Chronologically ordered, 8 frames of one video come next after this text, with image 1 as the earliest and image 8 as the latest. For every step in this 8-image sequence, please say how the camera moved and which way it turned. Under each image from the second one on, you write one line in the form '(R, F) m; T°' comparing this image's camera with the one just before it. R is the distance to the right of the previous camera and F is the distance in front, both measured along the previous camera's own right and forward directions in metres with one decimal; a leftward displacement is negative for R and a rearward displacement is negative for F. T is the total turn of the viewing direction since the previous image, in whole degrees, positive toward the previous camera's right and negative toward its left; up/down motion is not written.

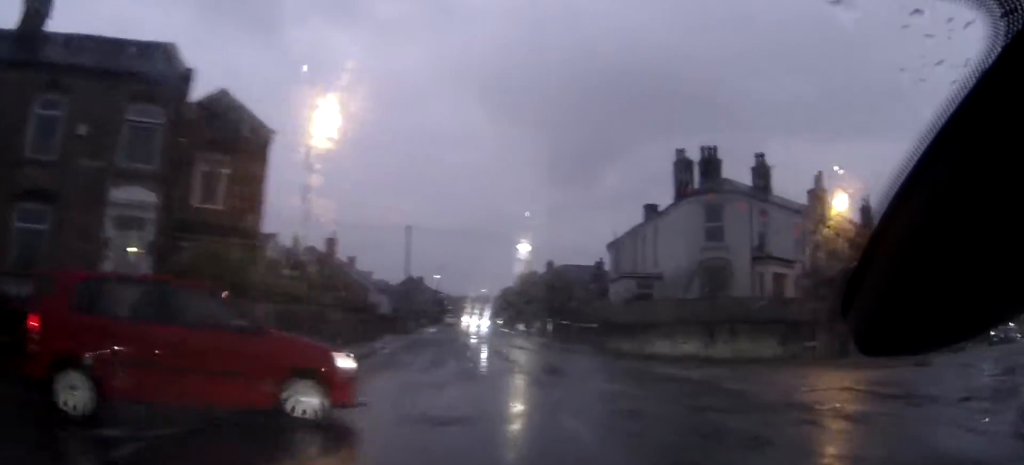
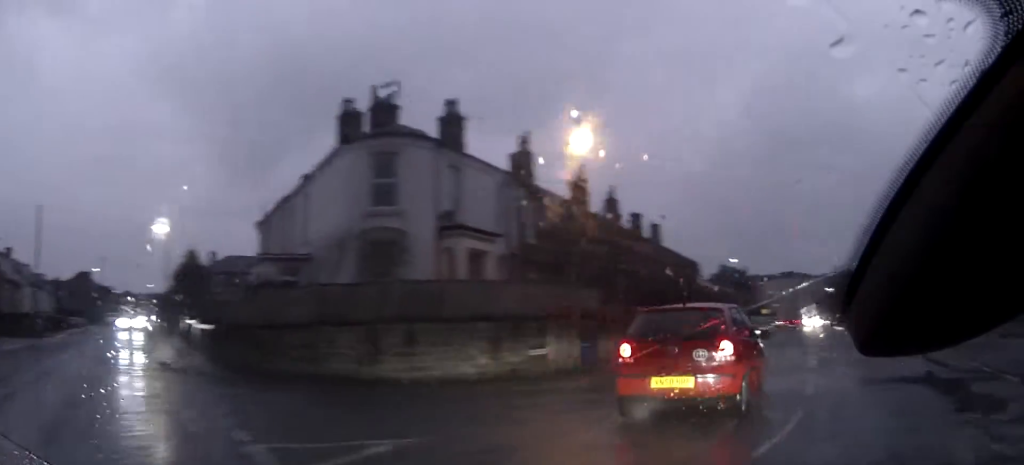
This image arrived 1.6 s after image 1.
(+1.7, +10.1) m; +19°
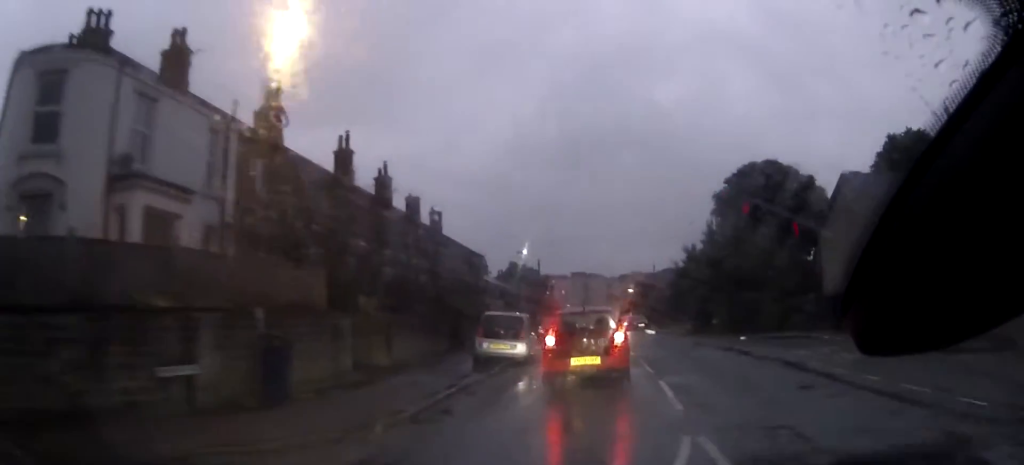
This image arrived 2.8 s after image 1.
(+1.2, +8.0) m; +13°
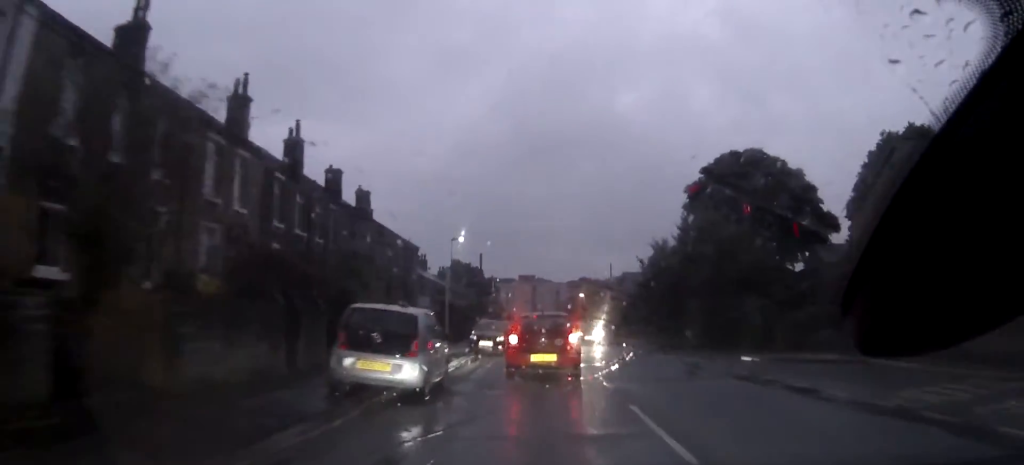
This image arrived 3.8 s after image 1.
(+0.4, +7.8) m; +8°
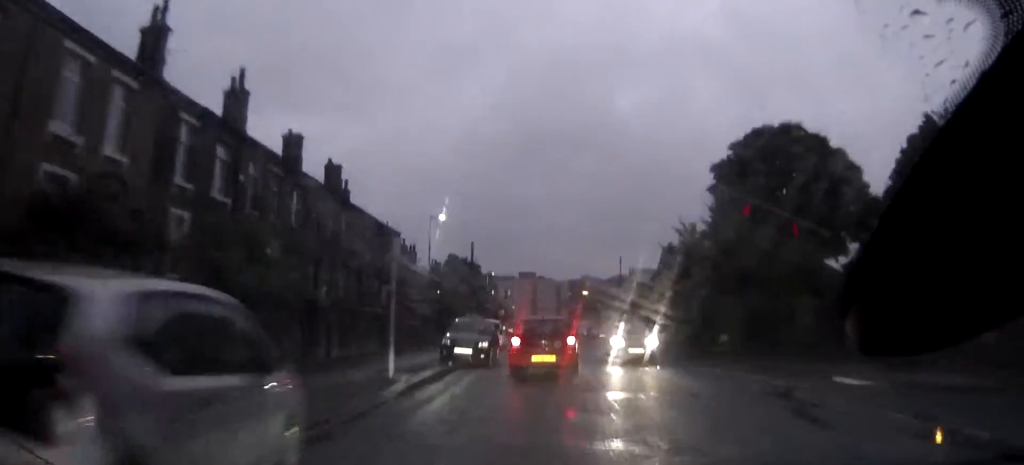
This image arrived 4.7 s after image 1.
(+0.5, +7.2) m; +4°
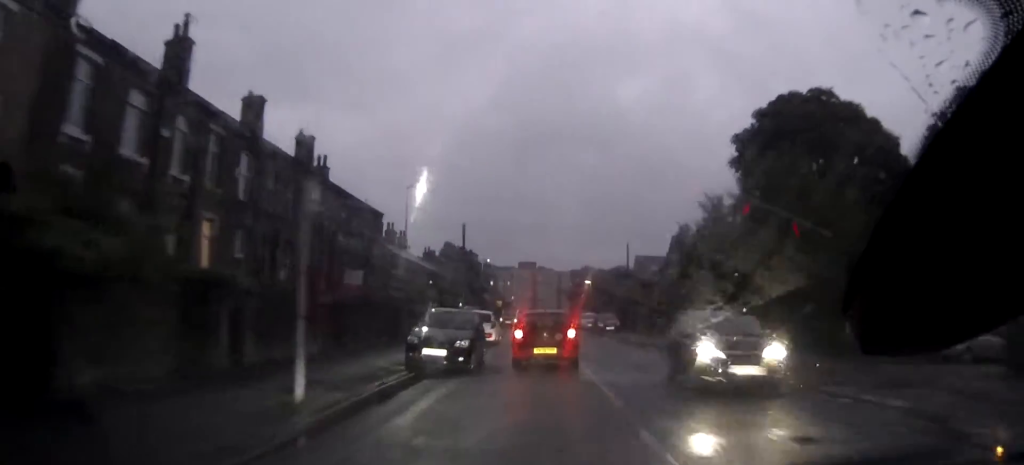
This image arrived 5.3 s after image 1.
(+0.4, +5.0) m; +1°
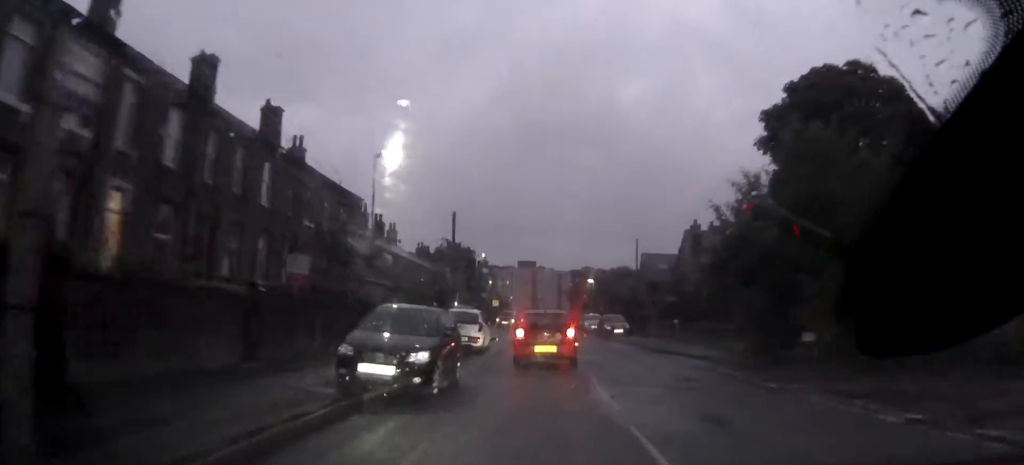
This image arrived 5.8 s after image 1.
(-0.3, +5.1) m; -1°
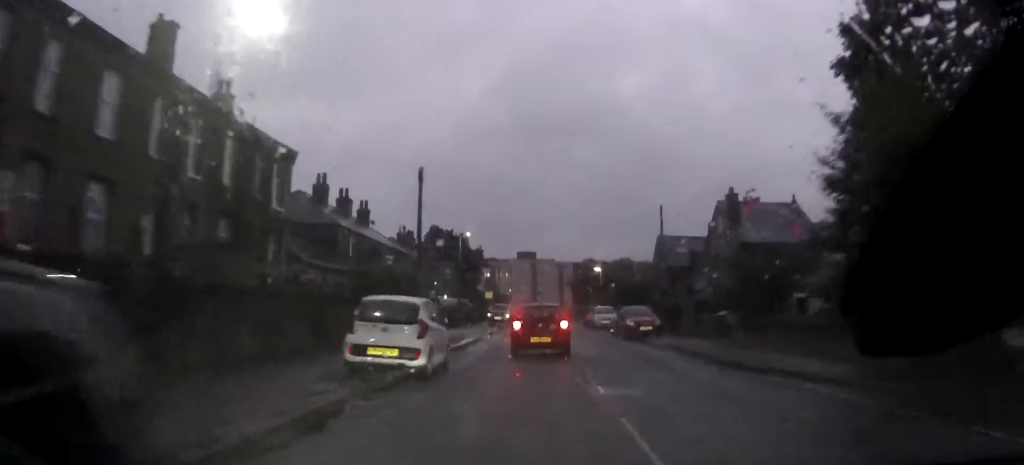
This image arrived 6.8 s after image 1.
(-0.1, +10.4) m; 0°
